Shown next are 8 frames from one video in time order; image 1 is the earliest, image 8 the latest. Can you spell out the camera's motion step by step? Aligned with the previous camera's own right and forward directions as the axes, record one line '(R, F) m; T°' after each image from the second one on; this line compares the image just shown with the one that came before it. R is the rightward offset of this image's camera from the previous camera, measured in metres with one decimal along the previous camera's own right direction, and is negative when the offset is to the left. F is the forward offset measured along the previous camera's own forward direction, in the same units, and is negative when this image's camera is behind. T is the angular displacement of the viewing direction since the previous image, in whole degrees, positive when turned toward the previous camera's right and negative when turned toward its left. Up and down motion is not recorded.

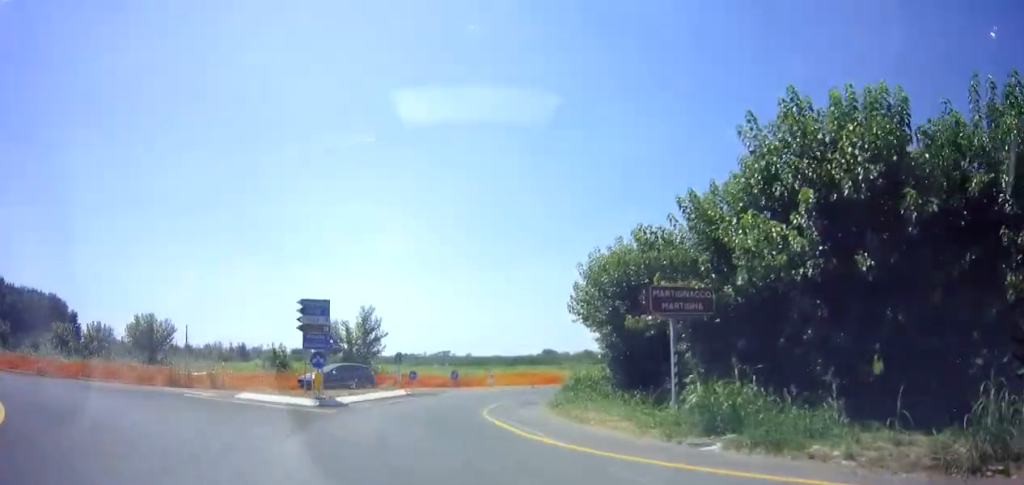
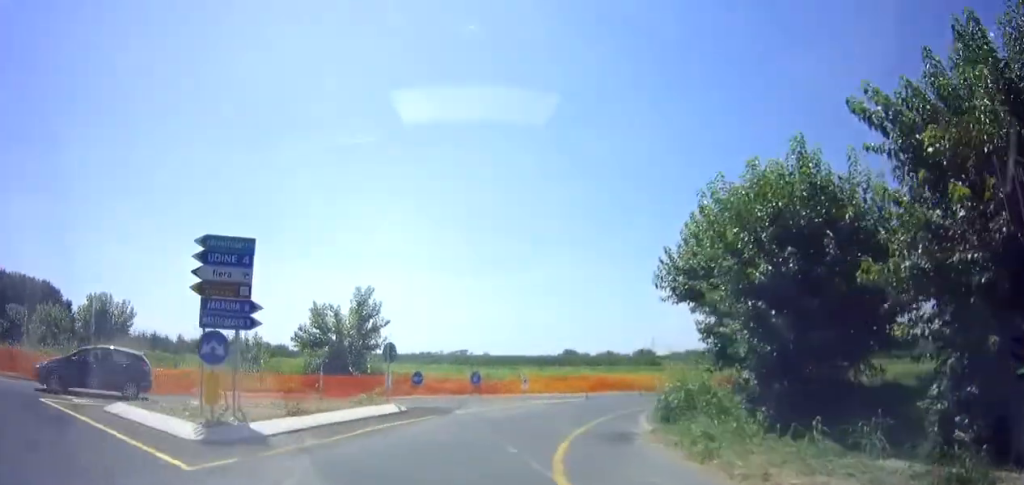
(+0.4, +9.2) m; +11°
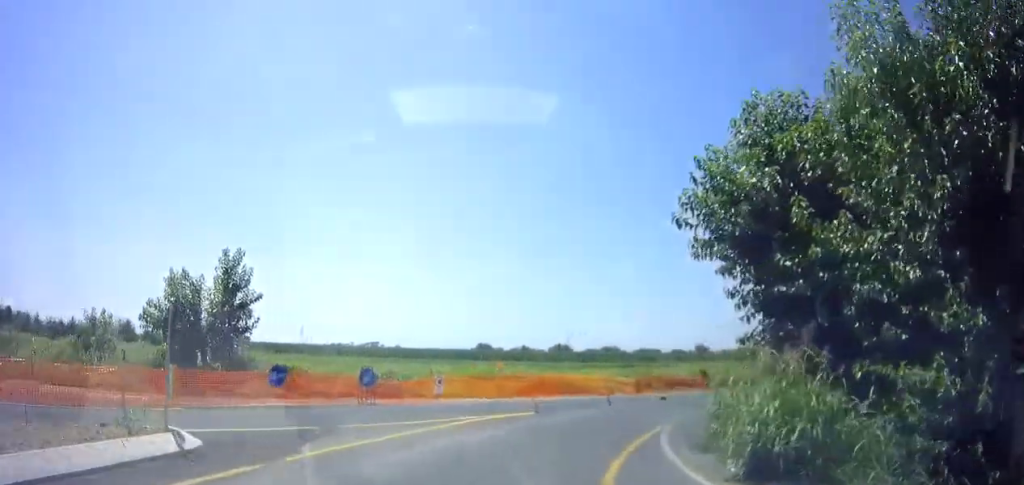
(+0.9, +7.5) m; +18°
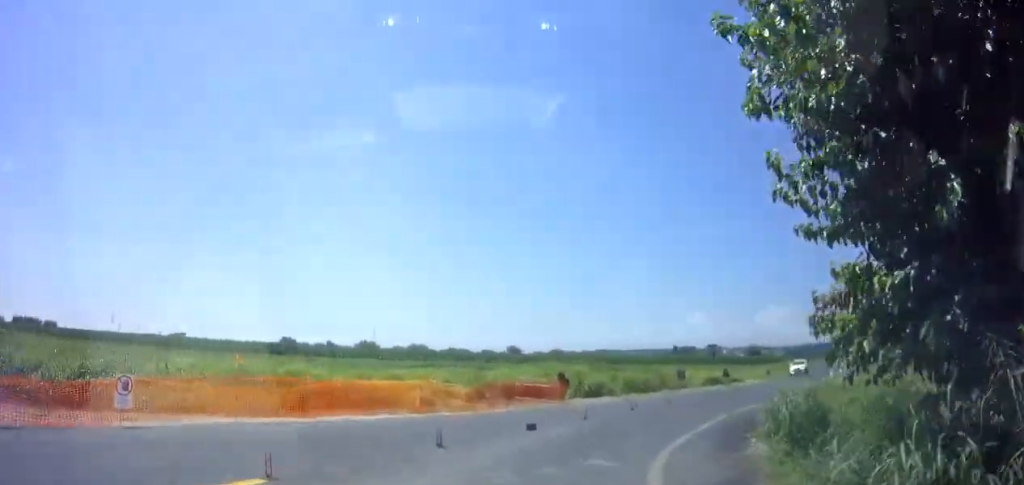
(+2.0, +8.4) m; +24°
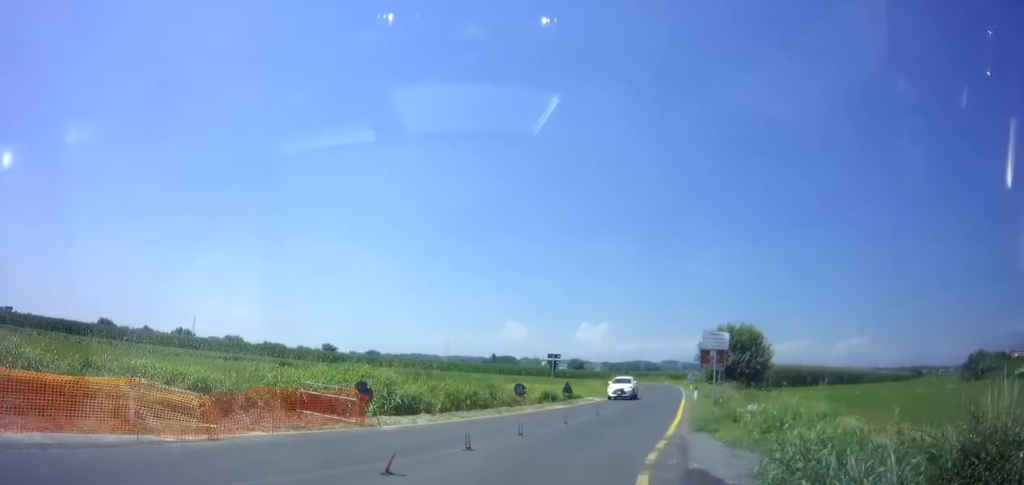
(+0.9, +6.4) m; +12°
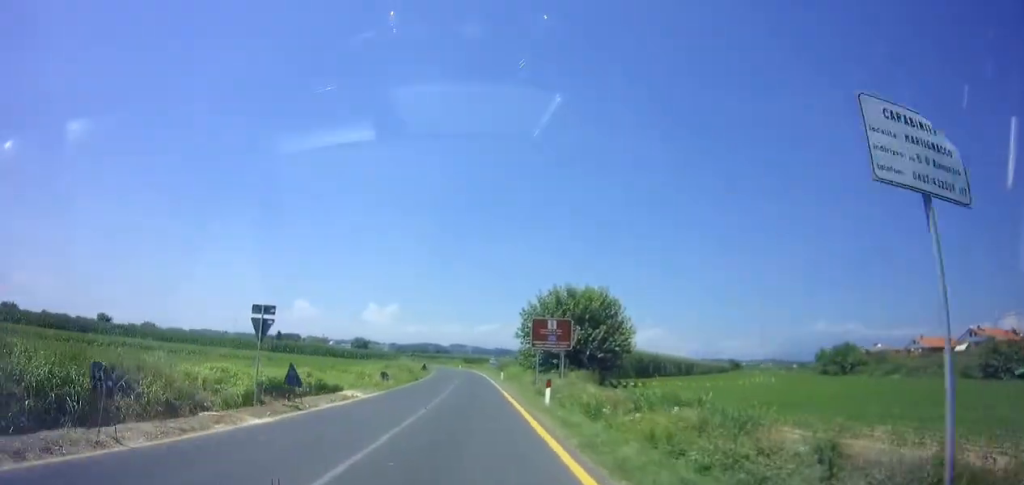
(+1.8, +17.6) m; +6°
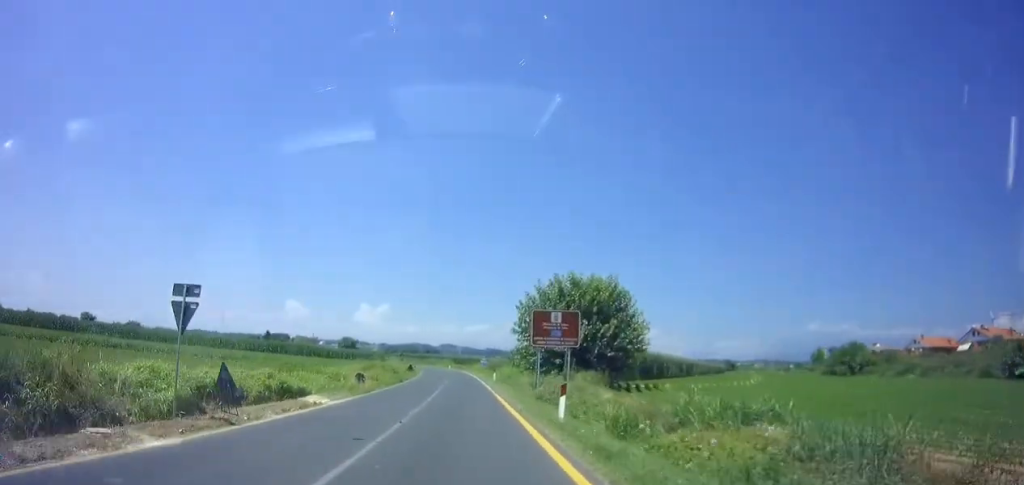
(-0.1, +4.6) m; -1°
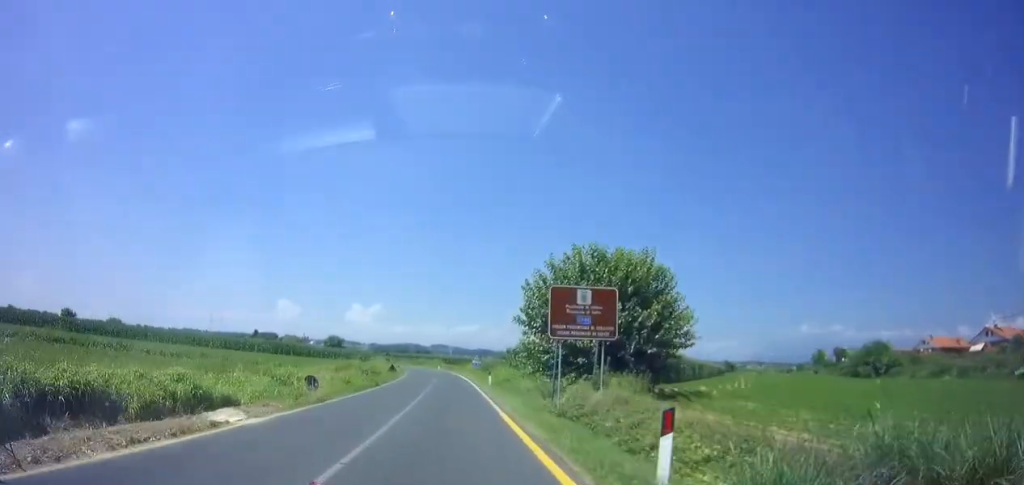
(-0.1, +7.6) m; -1°
